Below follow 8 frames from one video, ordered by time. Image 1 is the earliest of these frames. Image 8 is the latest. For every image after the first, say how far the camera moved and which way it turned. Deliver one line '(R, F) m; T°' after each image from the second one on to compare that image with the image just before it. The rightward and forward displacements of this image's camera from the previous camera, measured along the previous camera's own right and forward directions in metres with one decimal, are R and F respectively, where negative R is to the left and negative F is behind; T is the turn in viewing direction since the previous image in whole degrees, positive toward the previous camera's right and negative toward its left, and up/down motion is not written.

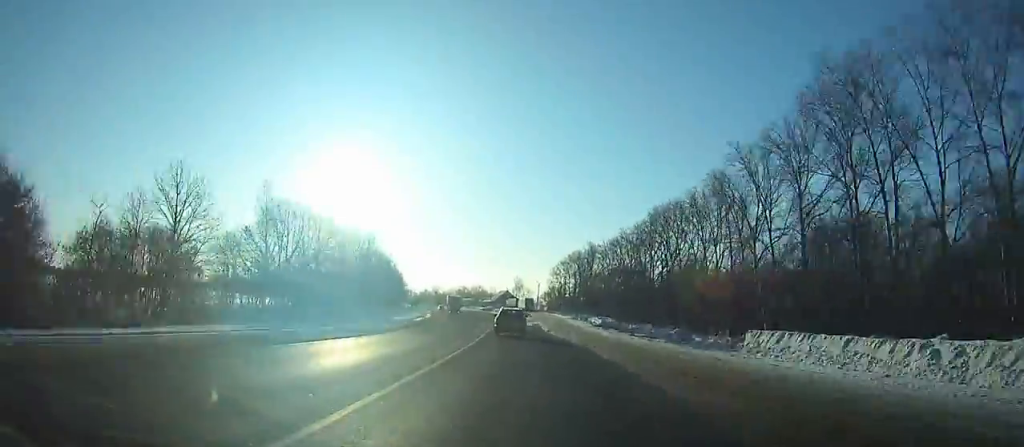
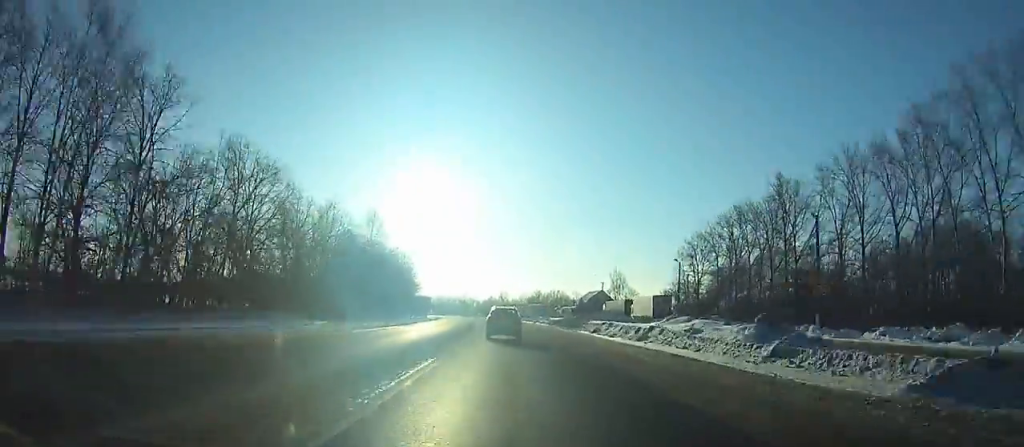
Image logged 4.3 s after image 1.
(-3.8, +97.8) m; -7°
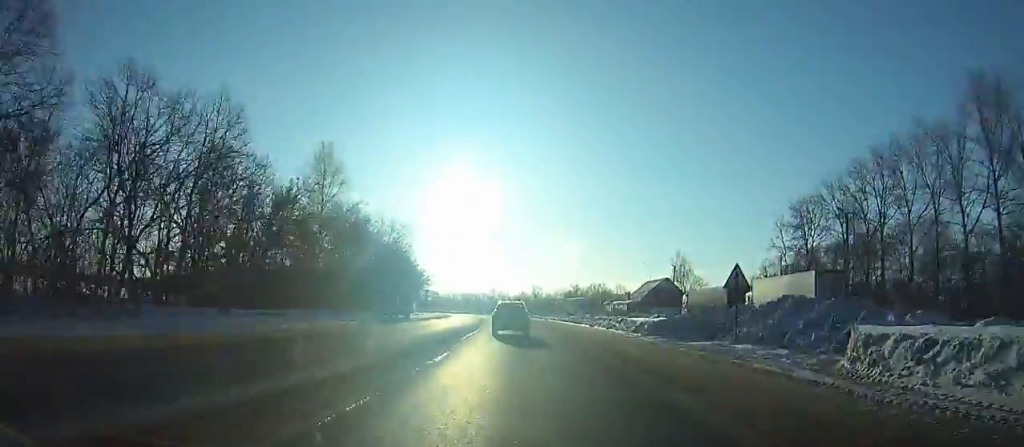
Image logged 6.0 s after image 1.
(-1.9, +37.5) m; -3°
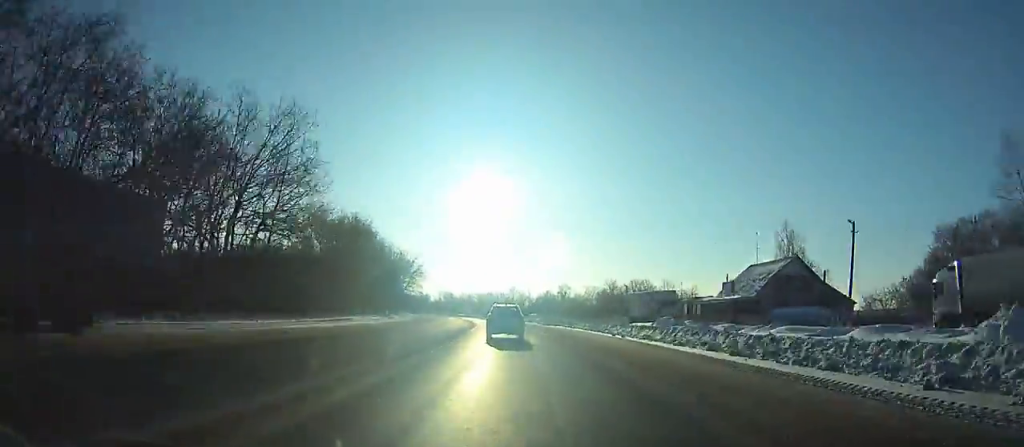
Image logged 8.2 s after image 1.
(-1.6, +48.2) m; -4°
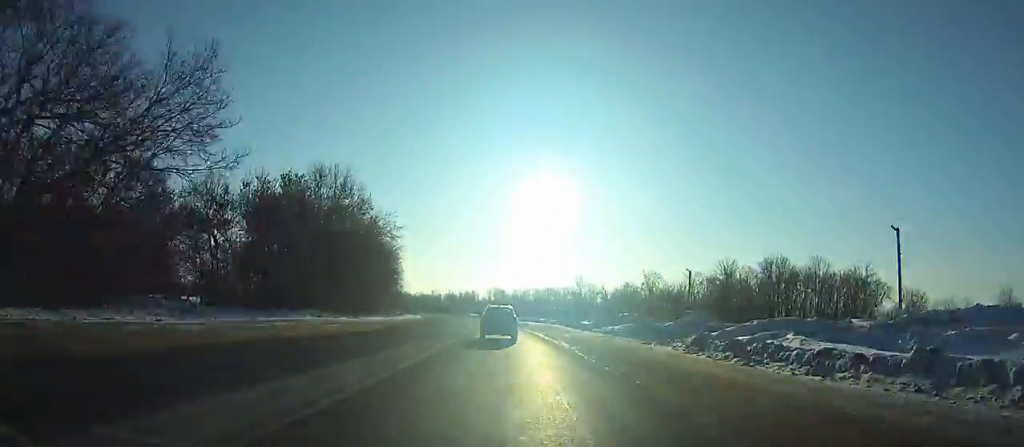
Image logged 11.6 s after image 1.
(-3.5, +73.2) m; -6°
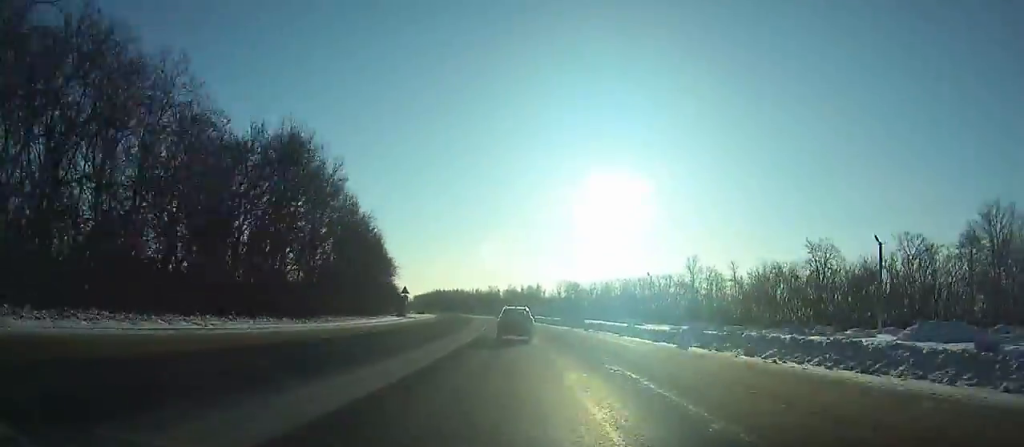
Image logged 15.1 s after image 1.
(-4.6, +74.9) m; -6°
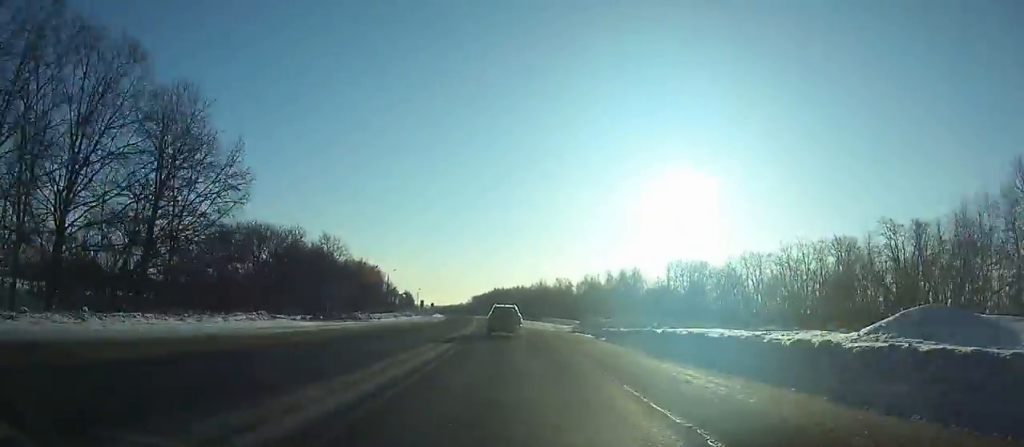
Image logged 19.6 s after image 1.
(-5.5, +97.1) m; -7°
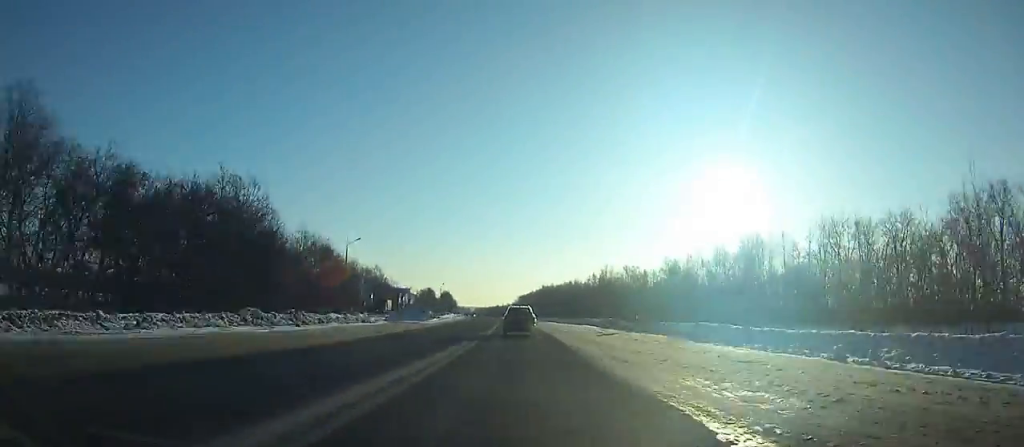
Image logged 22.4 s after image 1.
(-1.9, +61.5) m; -3°
